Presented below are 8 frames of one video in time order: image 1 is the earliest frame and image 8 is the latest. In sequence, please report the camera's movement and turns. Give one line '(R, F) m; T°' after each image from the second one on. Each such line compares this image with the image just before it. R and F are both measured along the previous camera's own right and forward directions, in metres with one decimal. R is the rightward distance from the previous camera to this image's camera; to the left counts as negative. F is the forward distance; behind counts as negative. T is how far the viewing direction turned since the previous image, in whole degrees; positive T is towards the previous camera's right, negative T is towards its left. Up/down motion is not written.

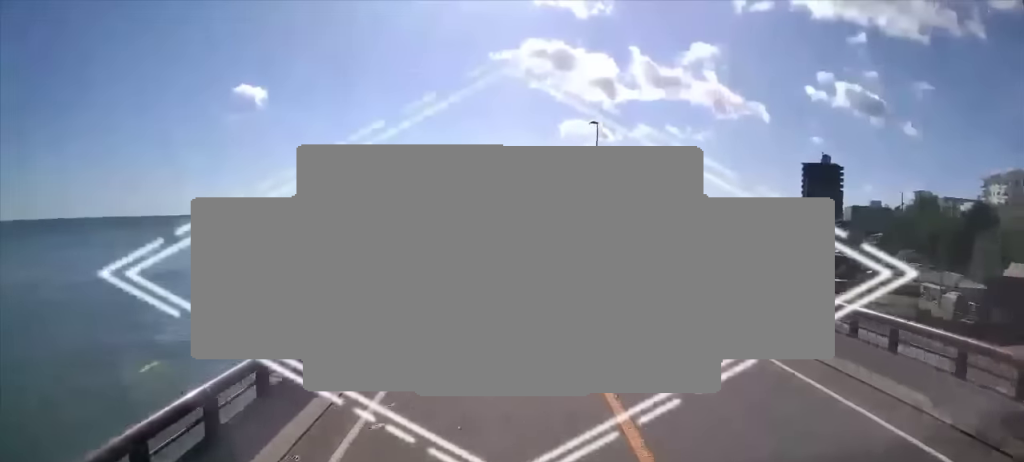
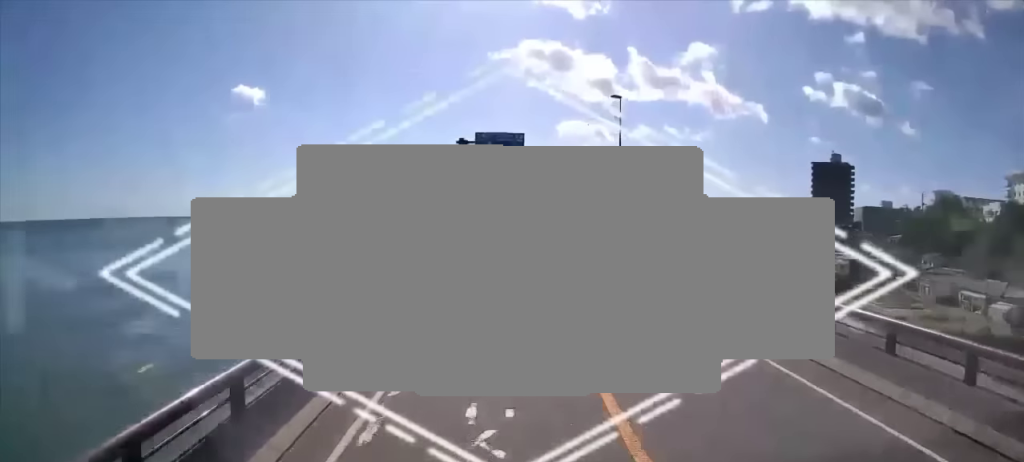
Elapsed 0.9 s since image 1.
(+0.1, +10.9) m; +1°
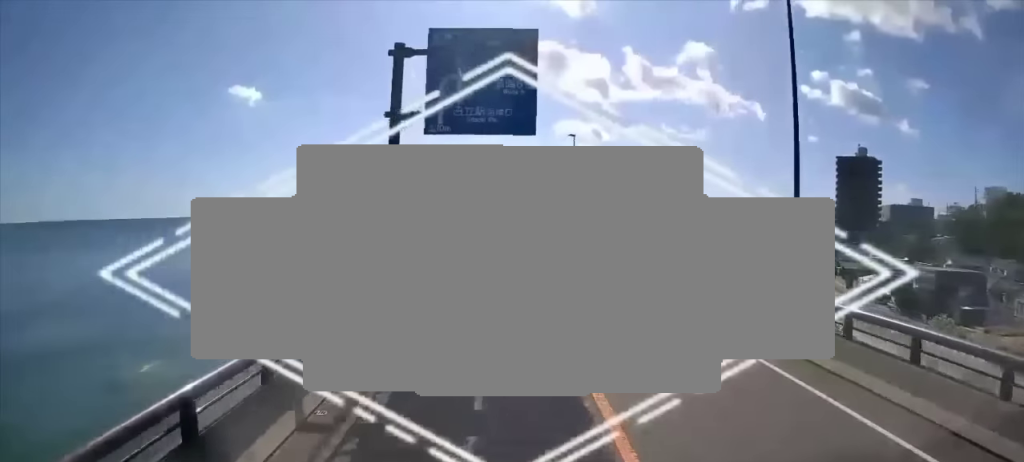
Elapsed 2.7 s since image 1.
(+0.7, +22.8) m; +2°
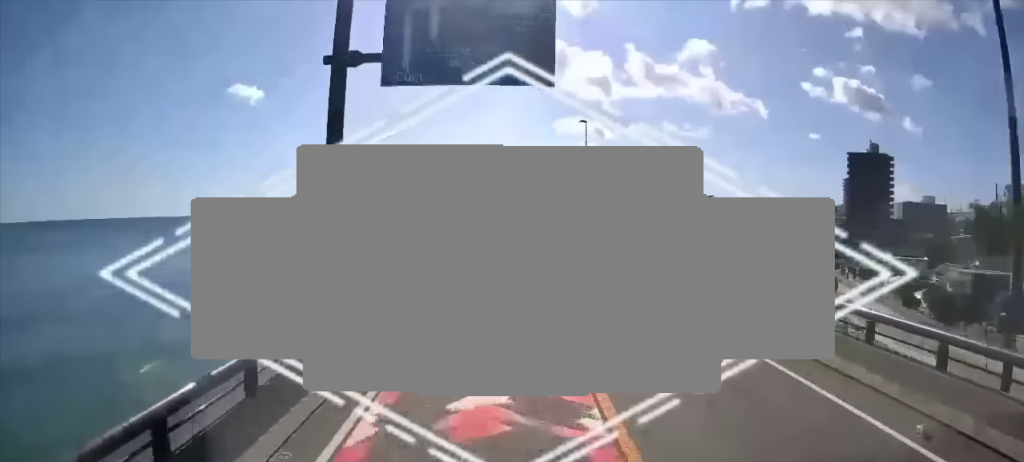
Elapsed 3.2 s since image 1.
(+0.1, +6.2) m; -2°
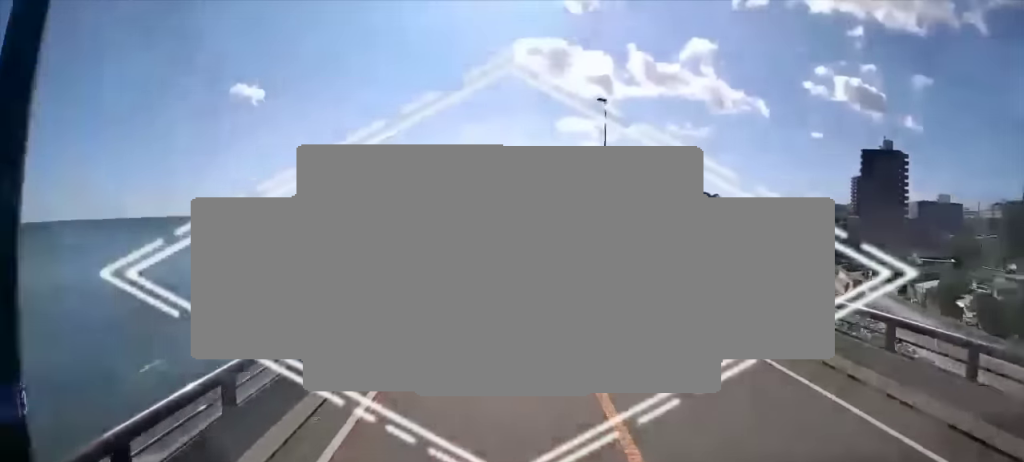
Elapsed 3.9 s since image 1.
(-0.3, +8.8) m; -1°
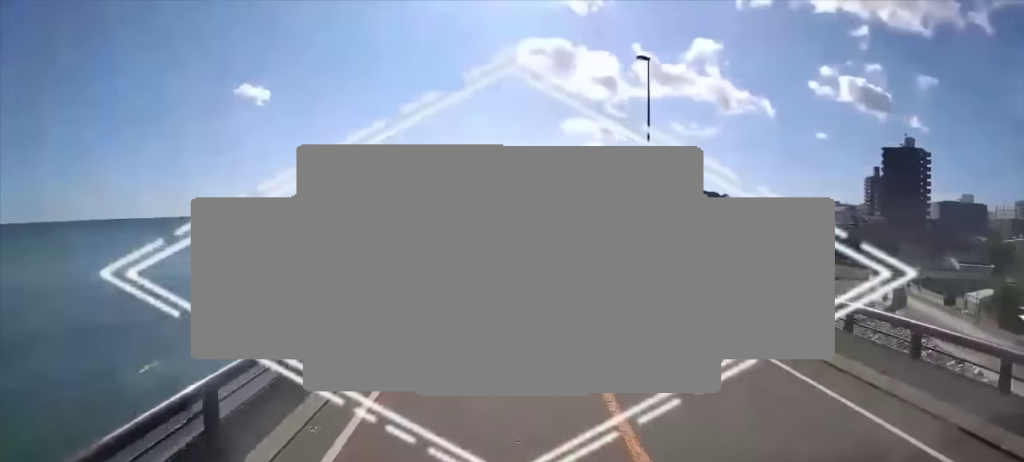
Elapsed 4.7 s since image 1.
(-0.2, +10.6) m; 0°
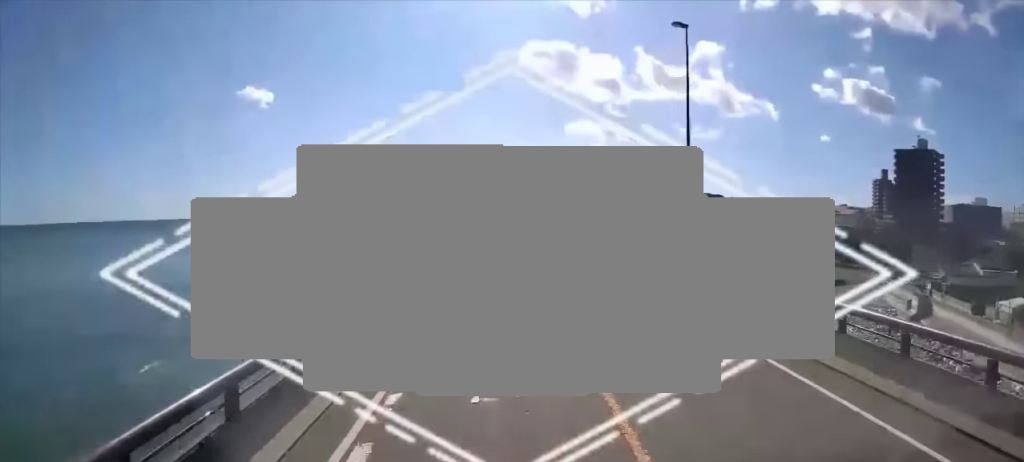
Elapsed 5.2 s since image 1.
(+0.3, +5.7) m; 0°
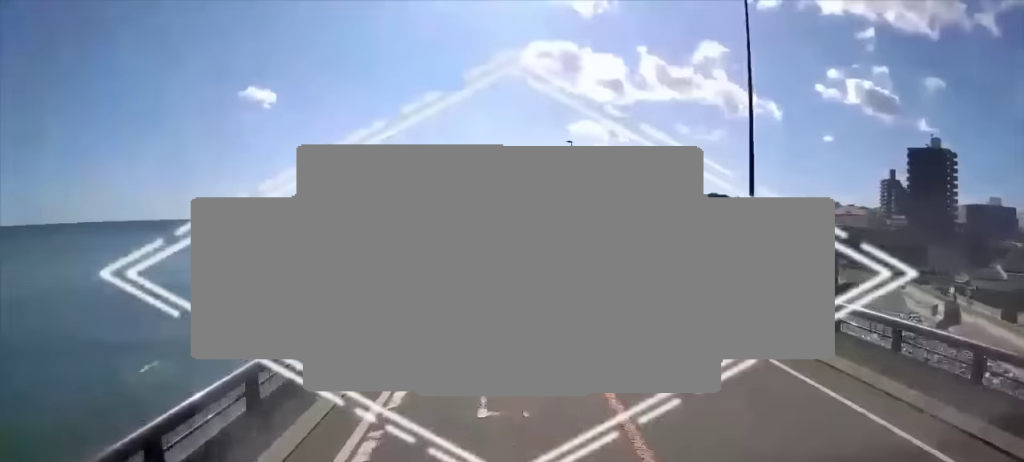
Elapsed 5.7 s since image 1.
(0.0, +5.7) m; -1°
